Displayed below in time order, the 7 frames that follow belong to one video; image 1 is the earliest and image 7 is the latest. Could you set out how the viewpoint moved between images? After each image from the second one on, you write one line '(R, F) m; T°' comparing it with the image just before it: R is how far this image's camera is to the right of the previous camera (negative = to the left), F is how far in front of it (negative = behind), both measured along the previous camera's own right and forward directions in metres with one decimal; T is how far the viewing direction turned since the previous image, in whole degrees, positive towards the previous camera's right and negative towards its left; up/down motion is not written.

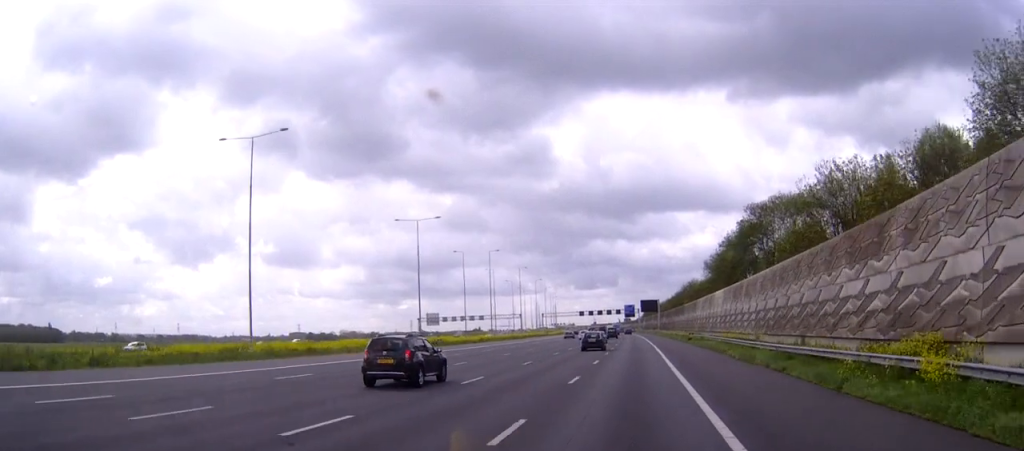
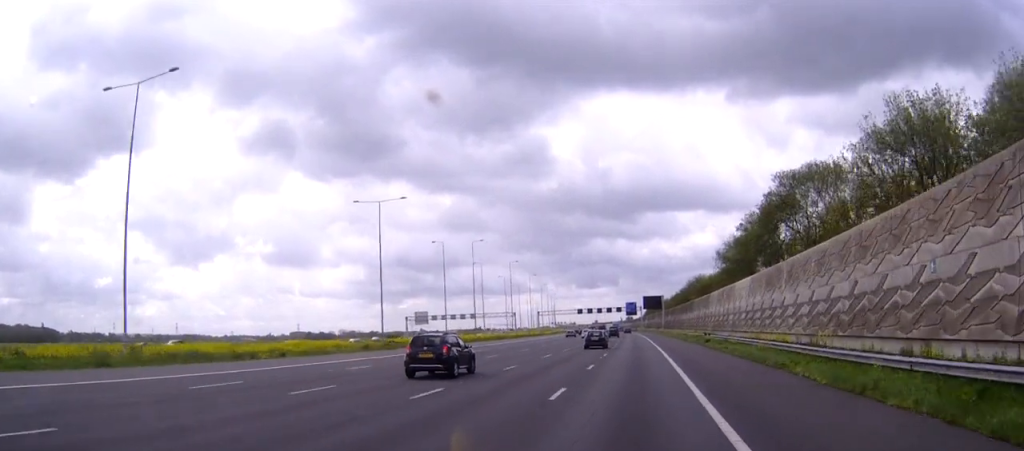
(-0.1, +18.0) m; 0°
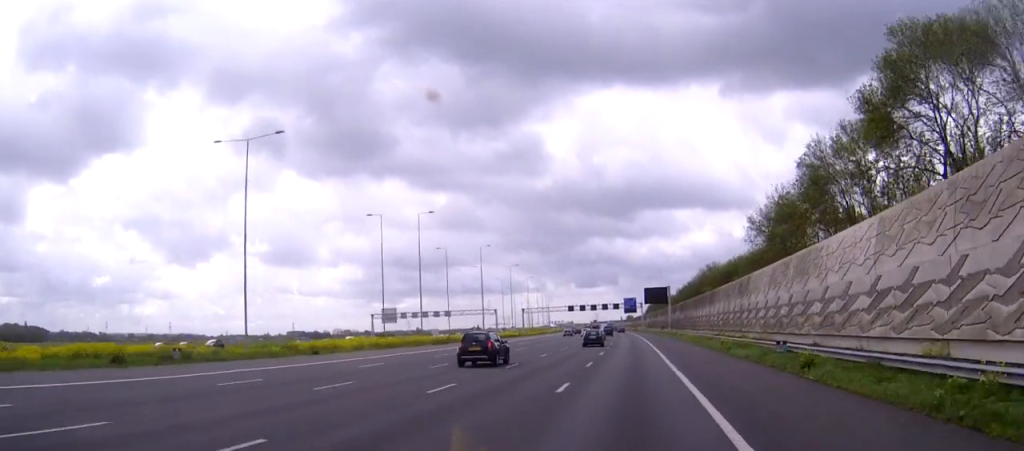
(0.0, +35.2) m; 0°
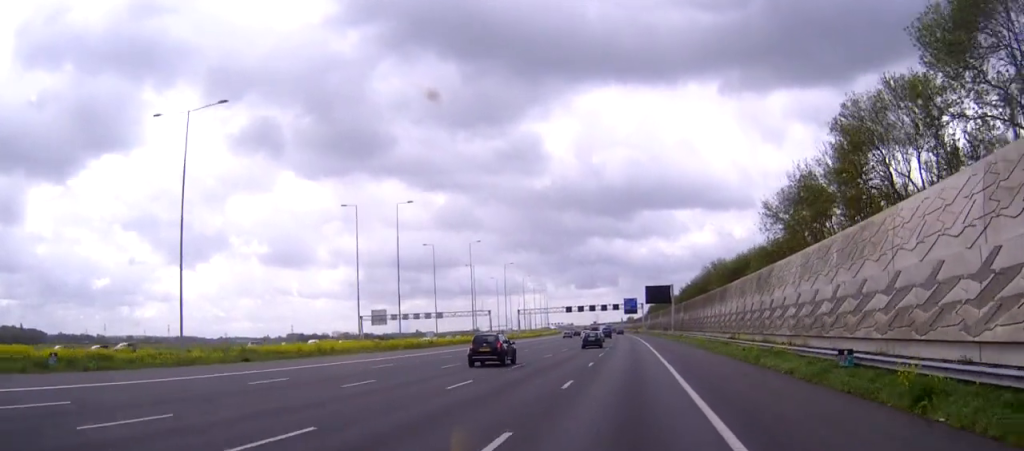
(-0.1, +10.2) m; 0°
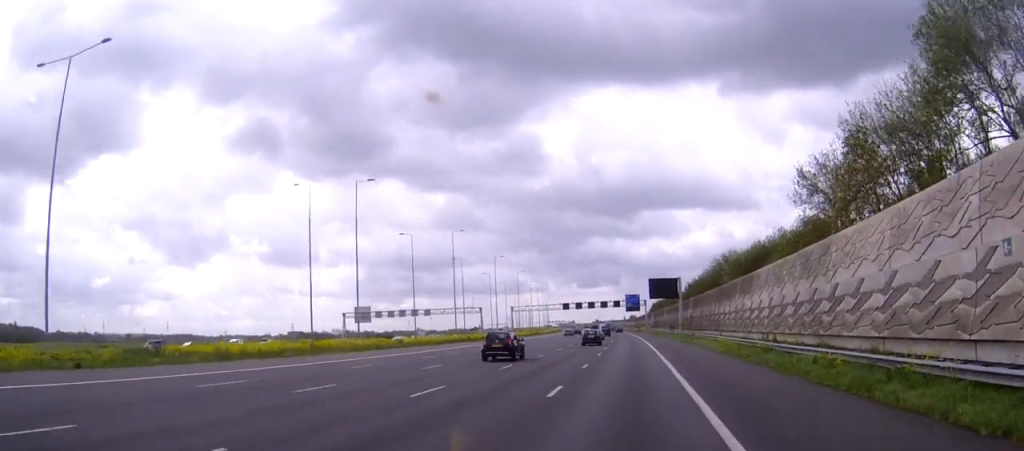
(-0.1, +15.7) m; 0°
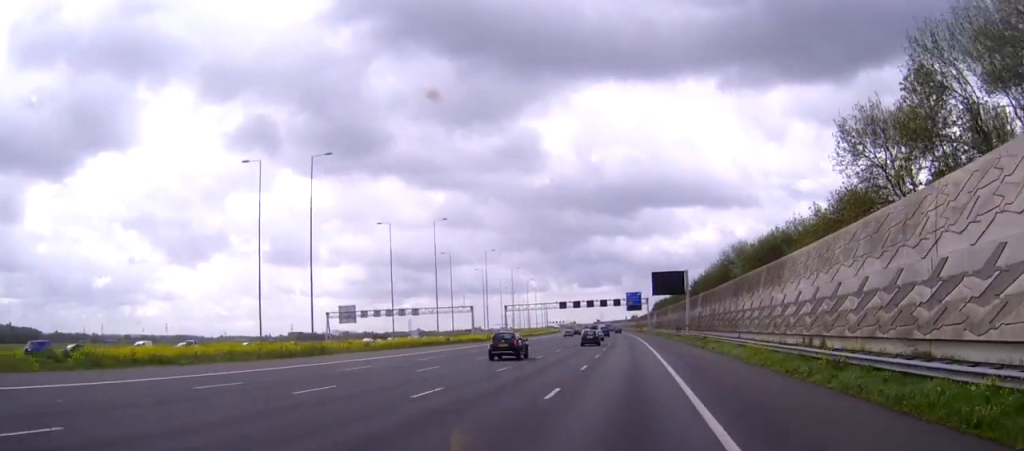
(+0.1, +12.5) m; 0°
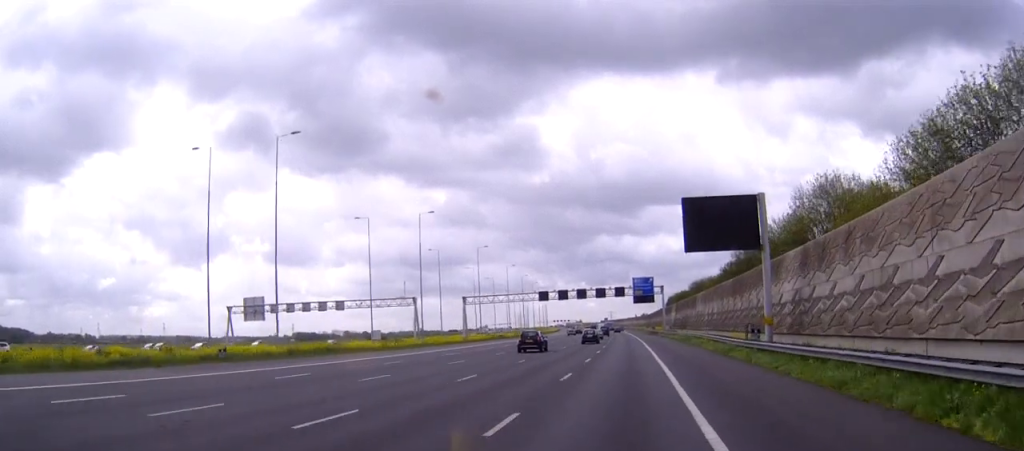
(-0.4, +55.9) m; -1°
